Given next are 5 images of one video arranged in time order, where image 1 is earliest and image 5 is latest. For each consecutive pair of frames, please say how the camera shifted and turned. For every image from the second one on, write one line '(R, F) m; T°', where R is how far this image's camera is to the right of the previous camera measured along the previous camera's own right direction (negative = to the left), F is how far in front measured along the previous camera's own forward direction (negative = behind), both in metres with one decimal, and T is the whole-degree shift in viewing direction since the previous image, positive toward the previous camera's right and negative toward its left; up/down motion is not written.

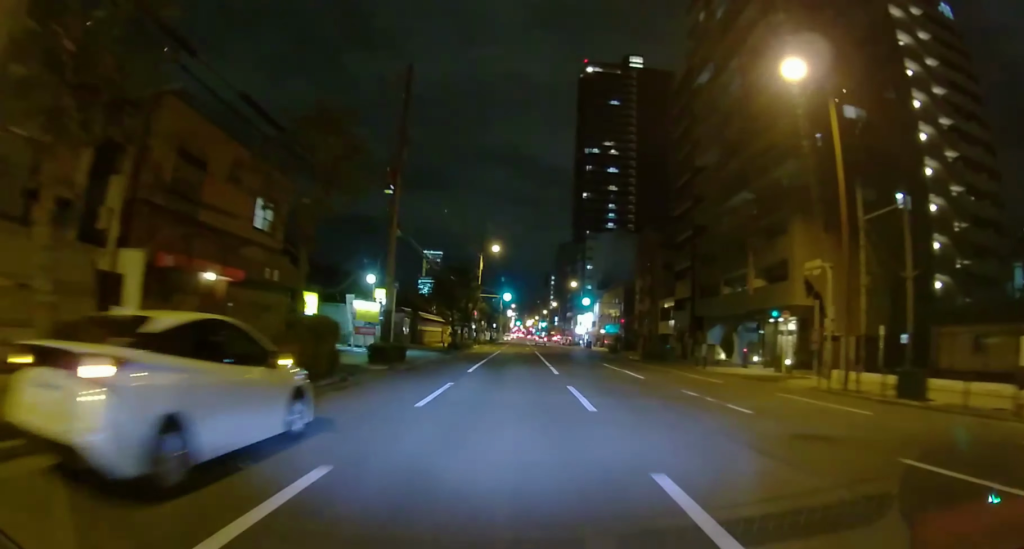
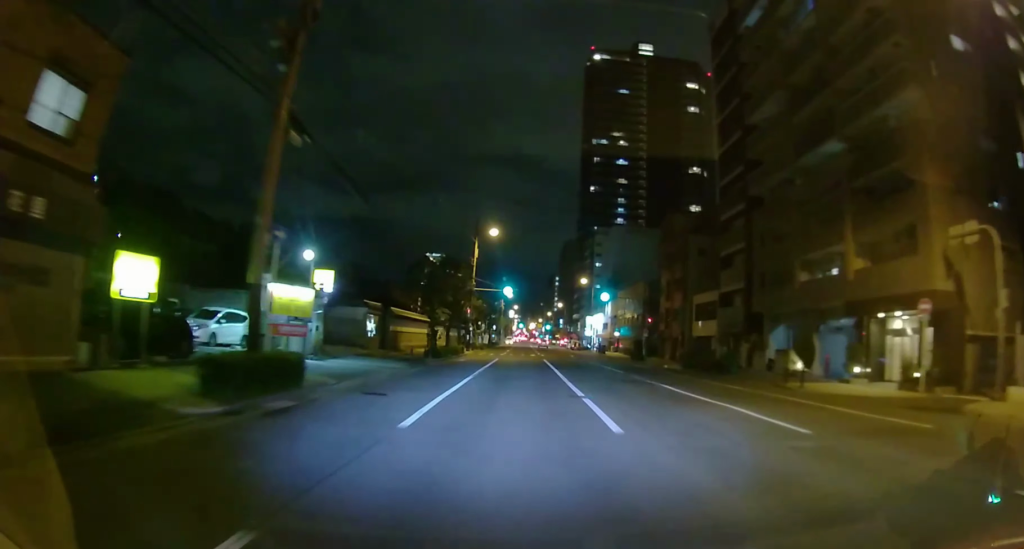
(0.0, +10.9) m; 0°
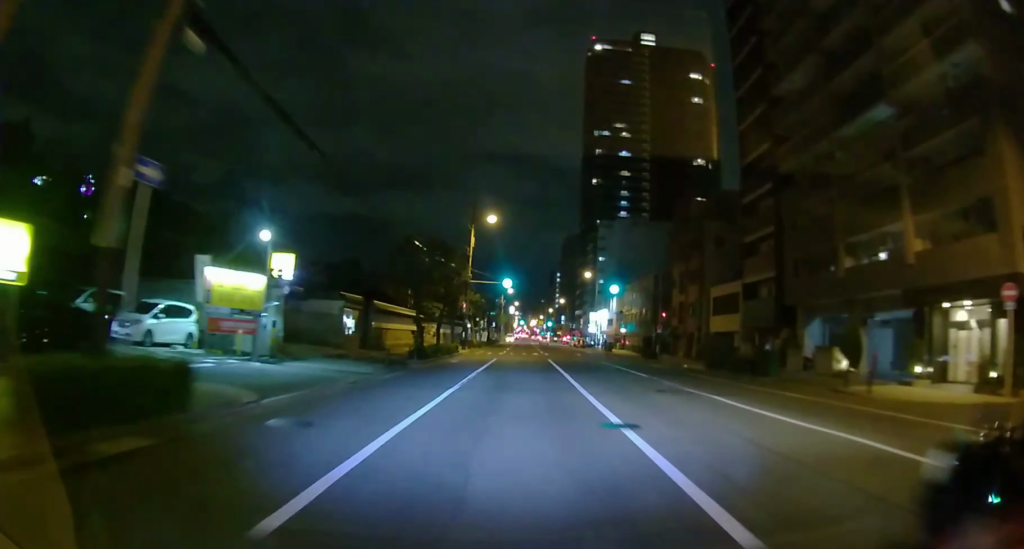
(0.0, +4.8) m; 0°
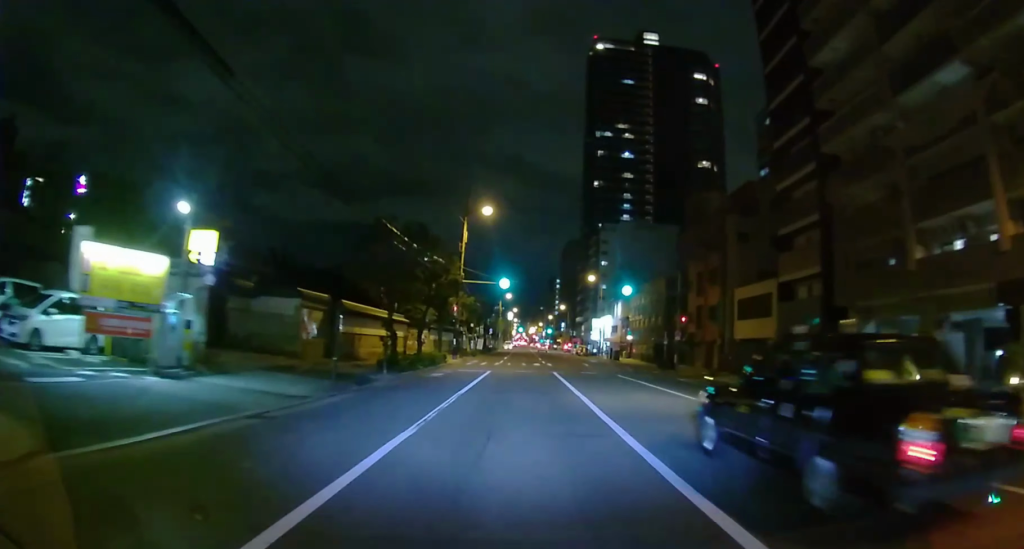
(0.0, +5.6) m; 0°
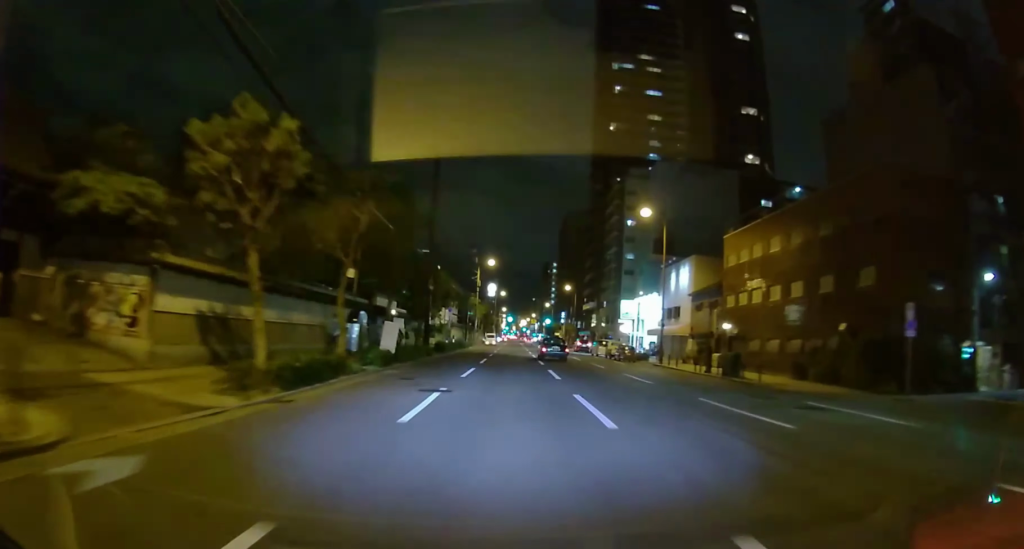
(+0.6, +40.3) m; +2°
